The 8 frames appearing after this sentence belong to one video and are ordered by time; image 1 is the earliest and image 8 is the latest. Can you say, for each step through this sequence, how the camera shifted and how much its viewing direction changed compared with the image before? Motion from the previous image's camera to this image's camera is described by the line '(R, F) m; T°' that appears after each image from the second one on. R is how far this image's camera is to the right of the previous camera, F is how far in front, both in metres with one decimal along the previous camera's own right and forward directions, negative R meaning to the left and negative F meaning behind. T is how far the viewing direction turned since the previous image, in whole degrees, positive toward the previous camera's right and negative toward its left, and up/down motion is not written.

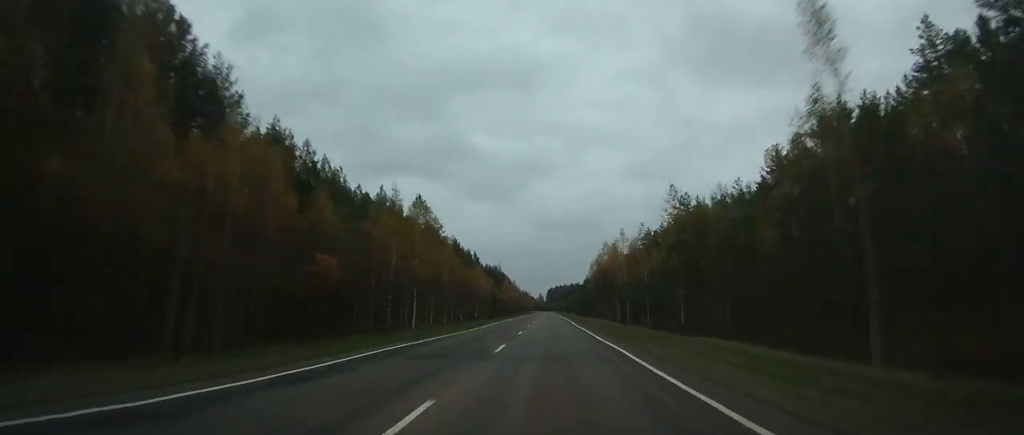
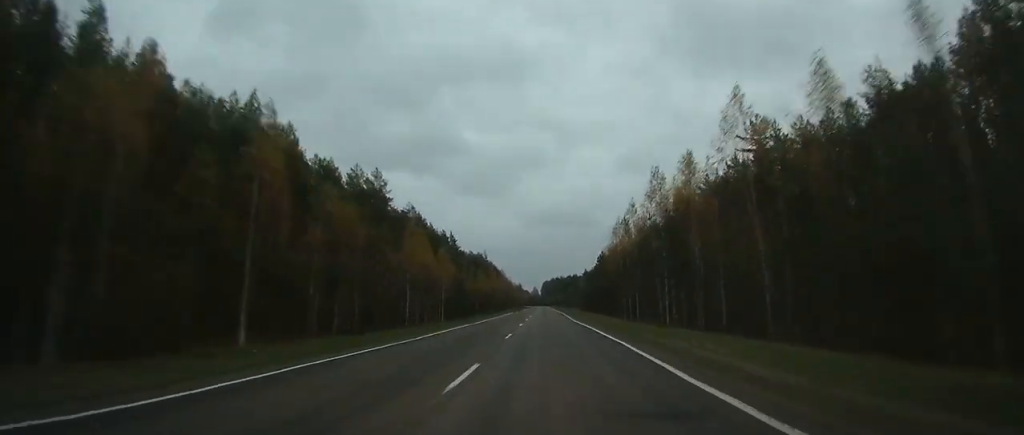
(0.0, +43.6) m; 0°
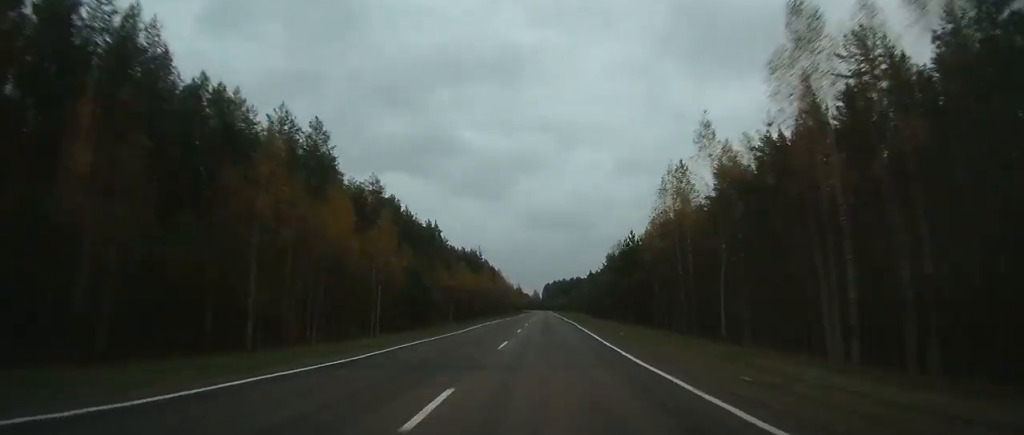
(0.0, +27.7) m; 0°
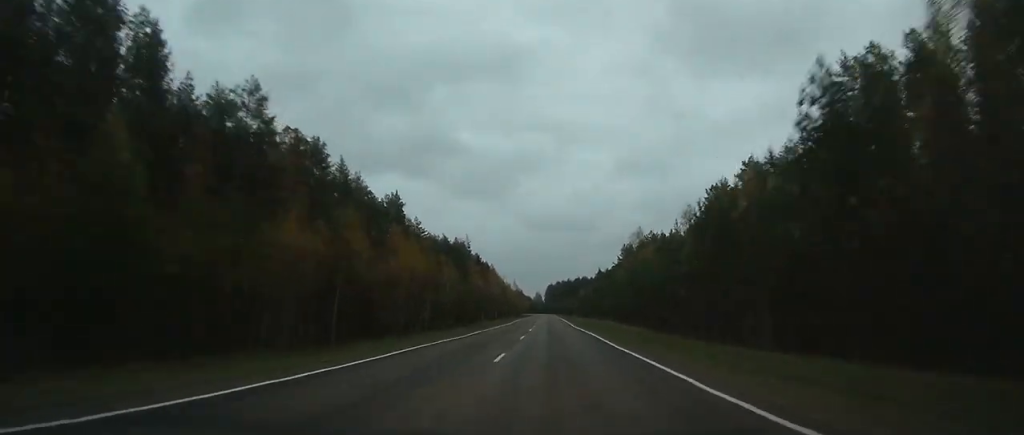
(+0.1, +43.3) m; 0°
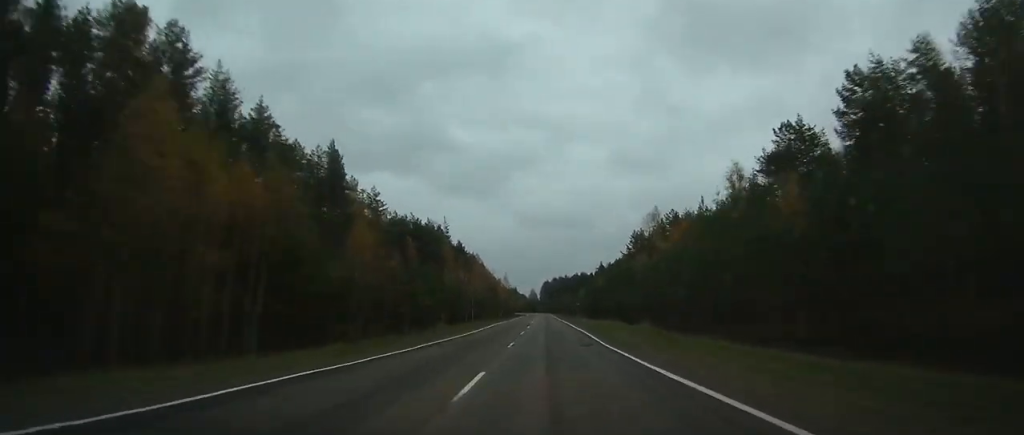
(-0.1, +32.9) m; 0°
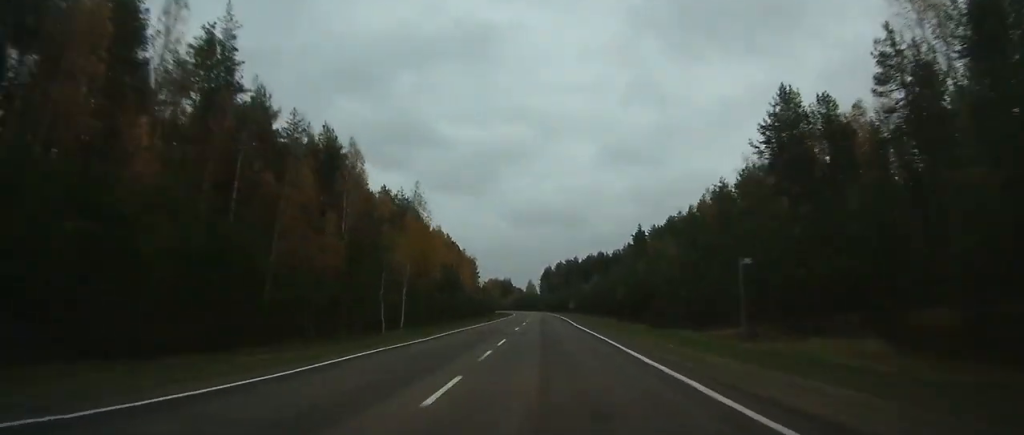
(-0.6, +107.2) m; -1°
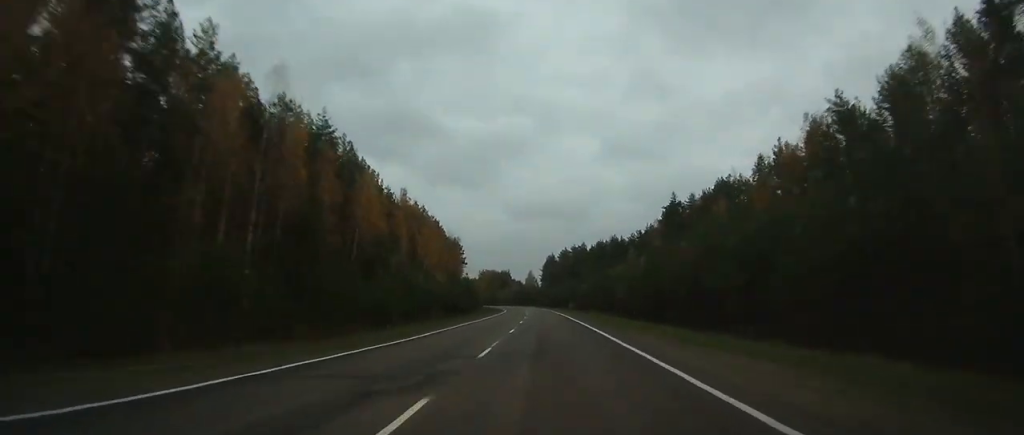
(0.0, +37.7) m; -1°
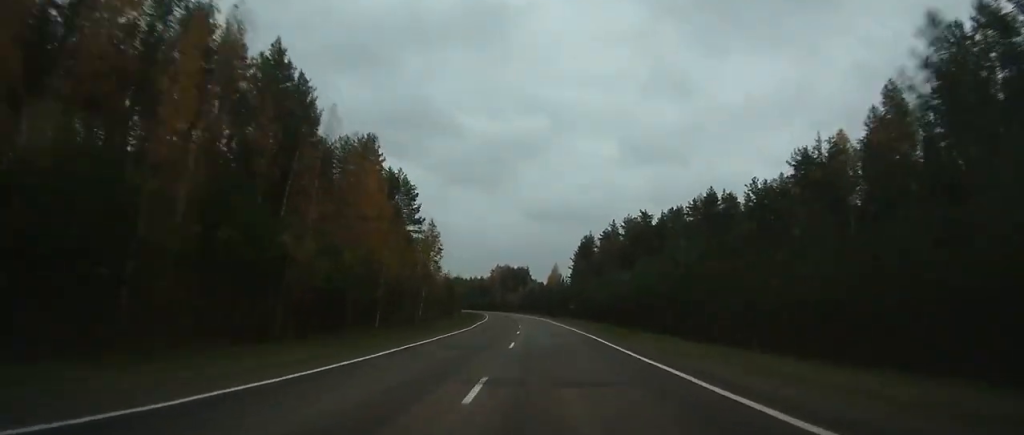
(-1.6, +88.0) m; -3°
